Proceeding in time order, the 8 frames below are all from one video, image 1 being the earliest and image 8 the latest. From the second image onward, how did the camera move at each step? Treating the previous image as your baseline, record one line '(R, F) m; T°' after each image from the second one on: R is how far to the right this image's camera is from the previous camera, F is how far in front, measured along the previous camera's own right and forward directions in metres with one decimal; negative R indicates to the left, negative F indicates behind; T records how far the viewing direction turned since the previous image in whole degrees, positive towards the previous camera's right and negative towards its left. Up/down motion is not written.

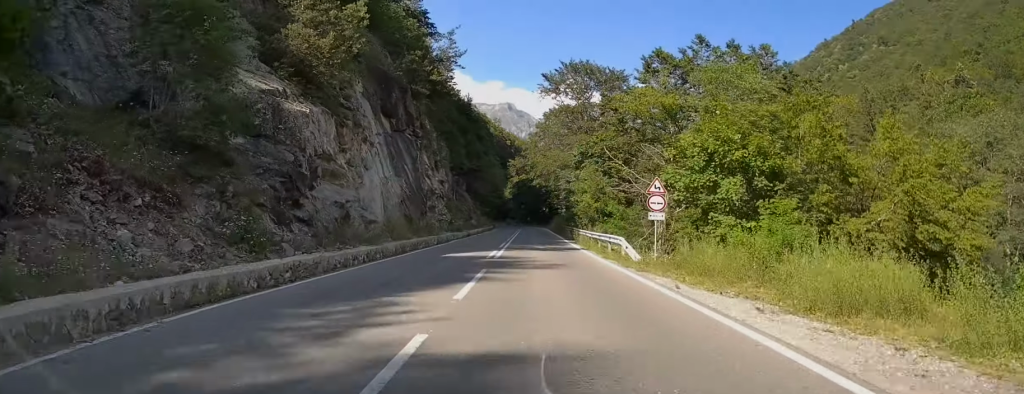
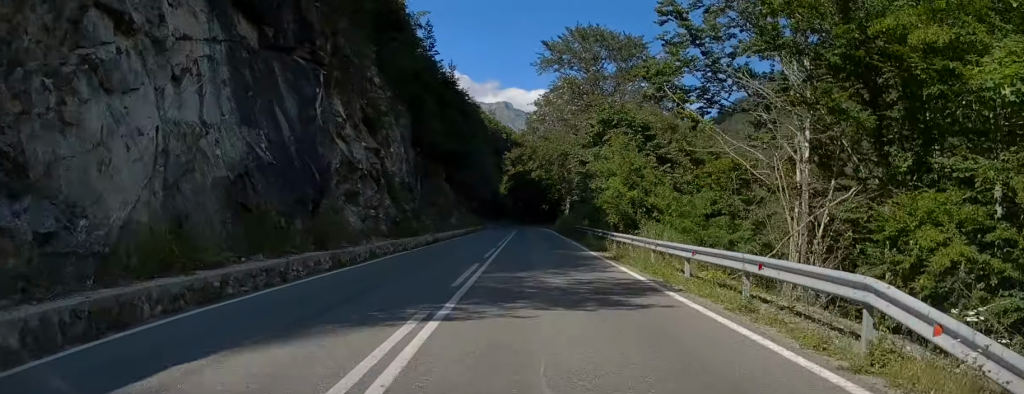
(+0.2, +18.7) m; +1°
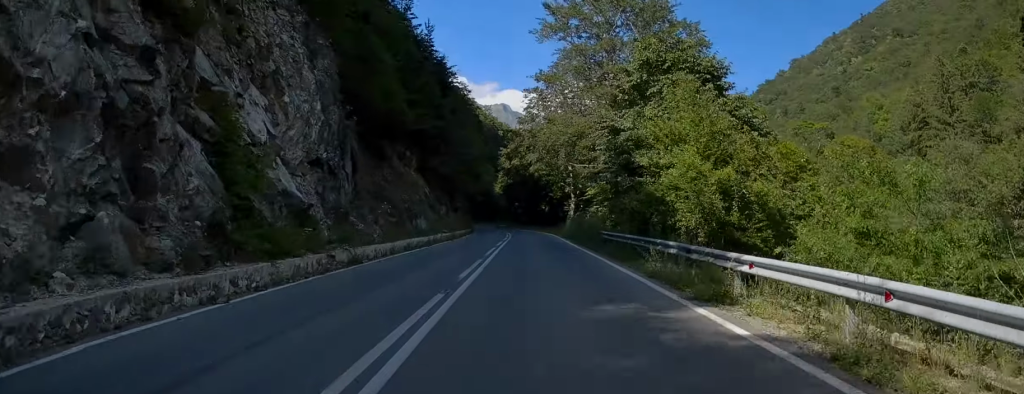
(+0.2, +16.3) m; +1°
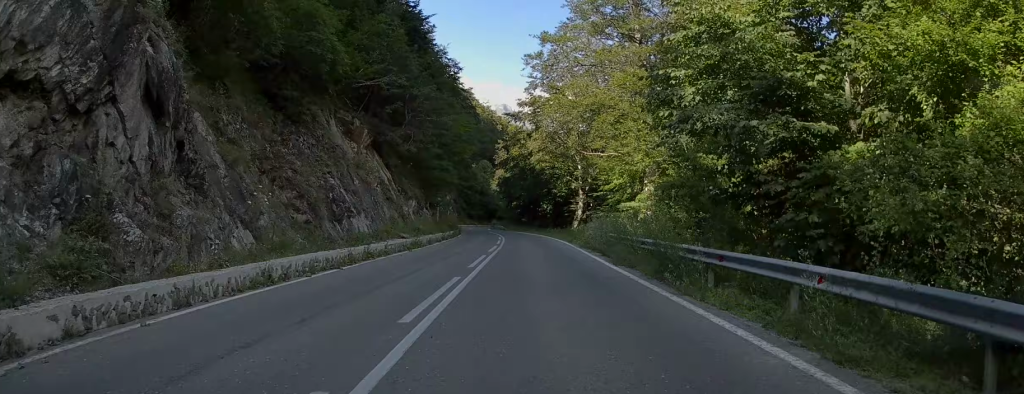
(+0.1, +14.8) m; 0°
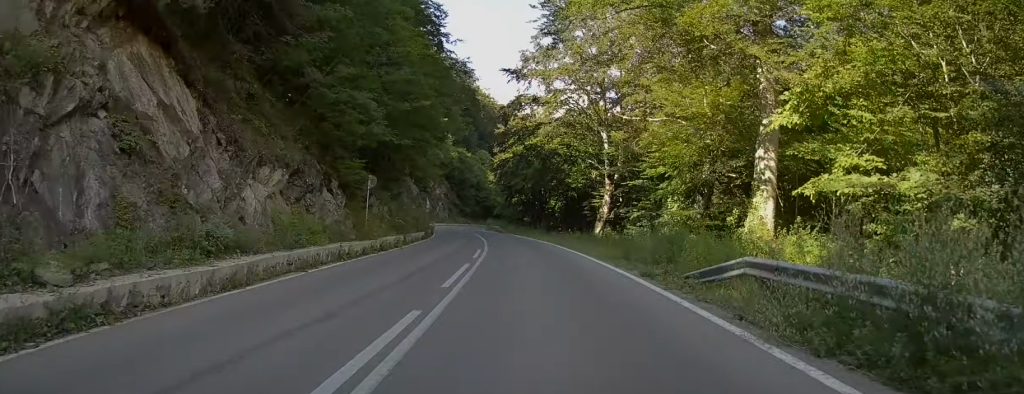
(-0.2, +23.0) m; 0°
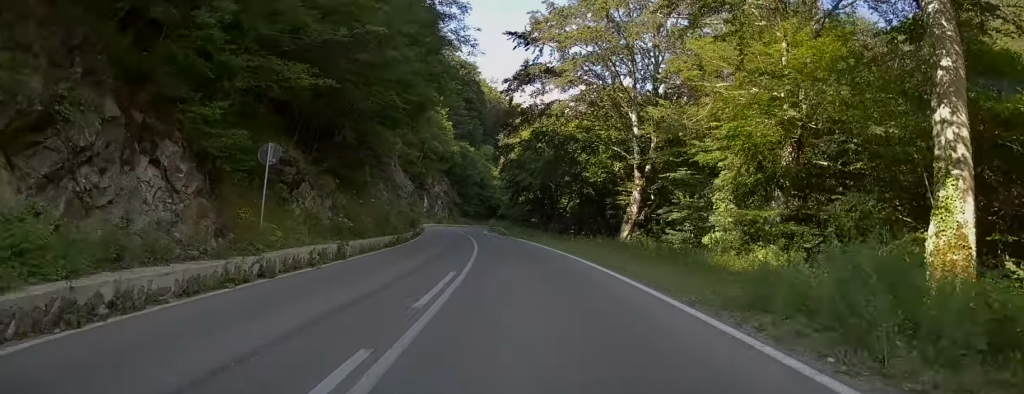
(0.0, +11.4) m; 0°
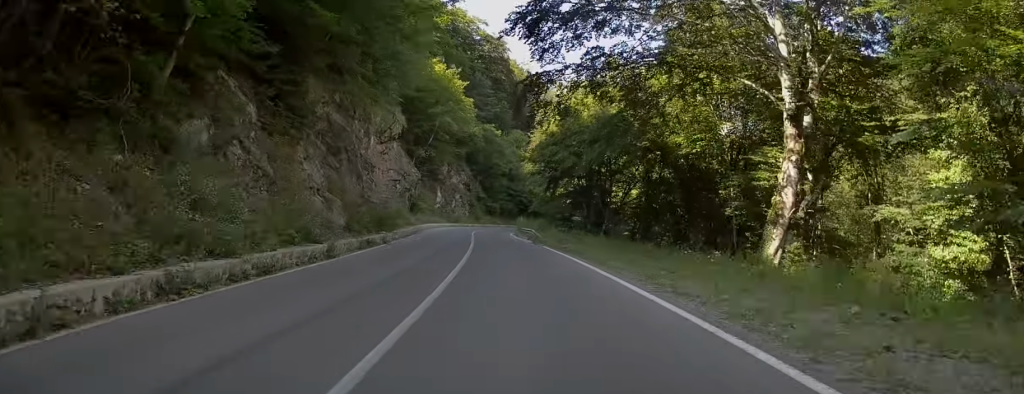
(-0.1, +22.1) m; -2°
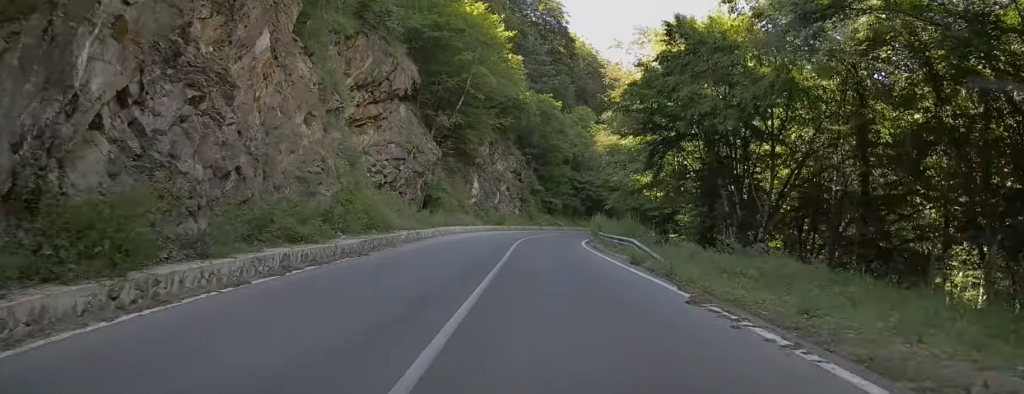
(-1.0, +25.5) m; -4°
